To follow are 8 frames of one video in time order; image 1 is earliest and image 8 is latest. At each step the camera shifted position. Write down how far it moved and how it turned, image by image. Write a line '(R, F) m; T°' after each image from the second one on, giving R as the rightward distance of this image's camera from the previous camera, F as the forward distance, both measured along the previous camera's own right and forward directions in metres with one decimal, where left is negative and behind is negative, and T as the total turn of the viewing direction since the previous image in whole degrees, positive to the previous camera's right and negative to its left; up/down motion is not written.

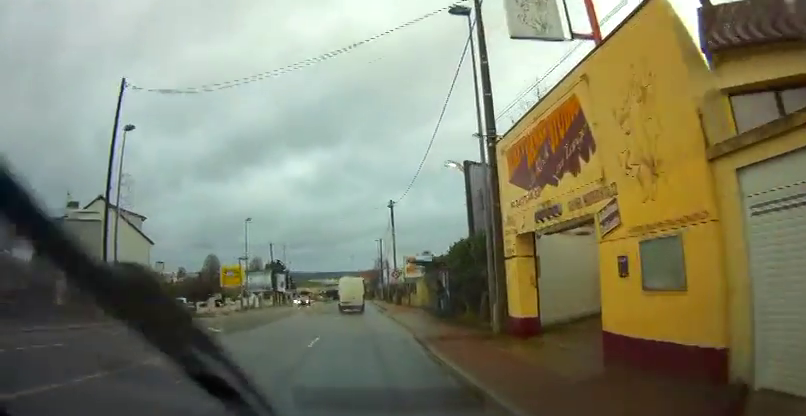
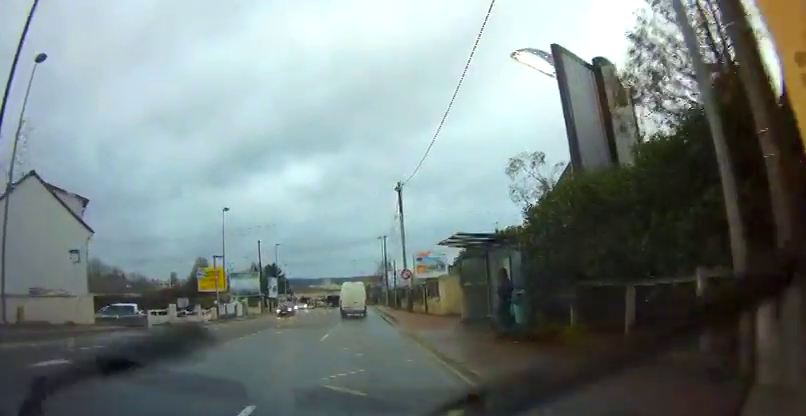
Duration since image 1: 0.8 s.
(+0.3, +9.9) m; +2°
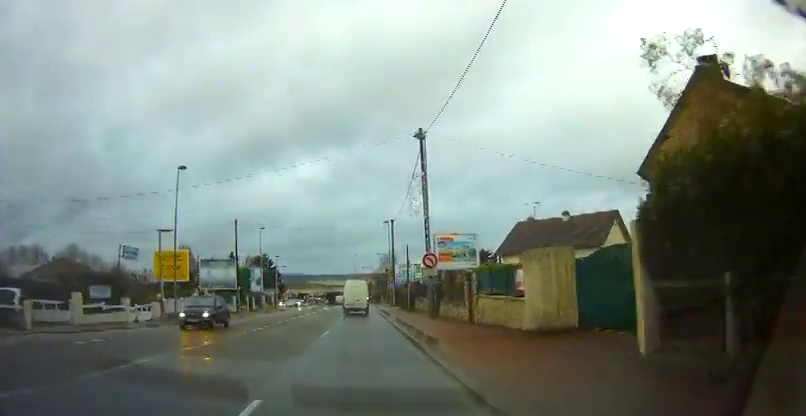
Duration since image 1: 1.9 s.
(-0.1, +13.1) m; -1°
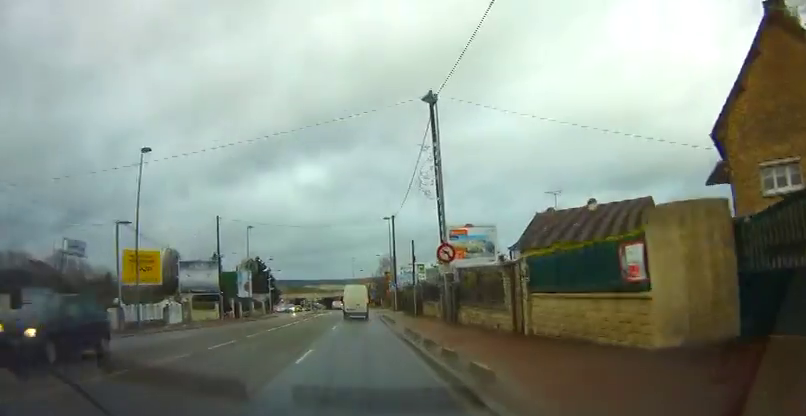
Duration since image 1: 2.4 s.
(-0.1, +6.0) m; 0°
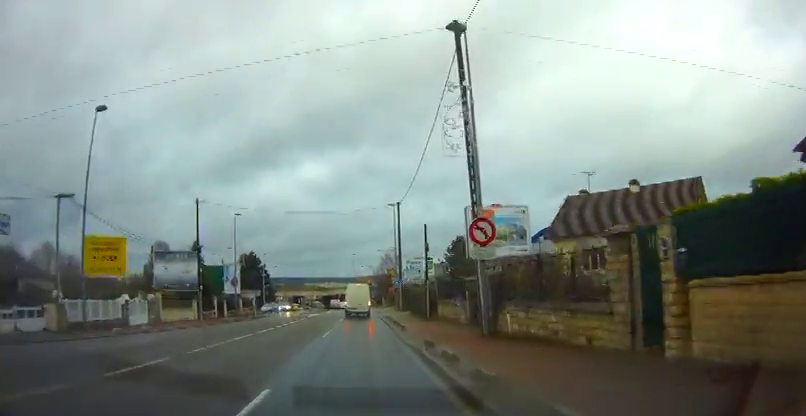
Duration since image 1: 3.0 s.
(0.0, +6.3) m; 0°
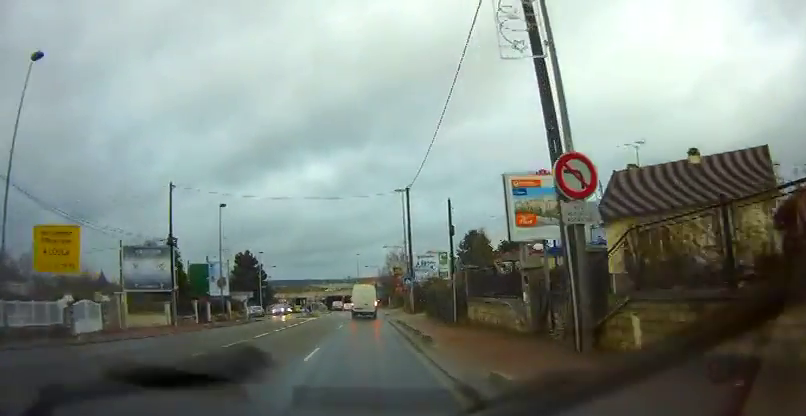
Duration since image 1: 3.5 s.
(+0.1, +6.7) m; +1°
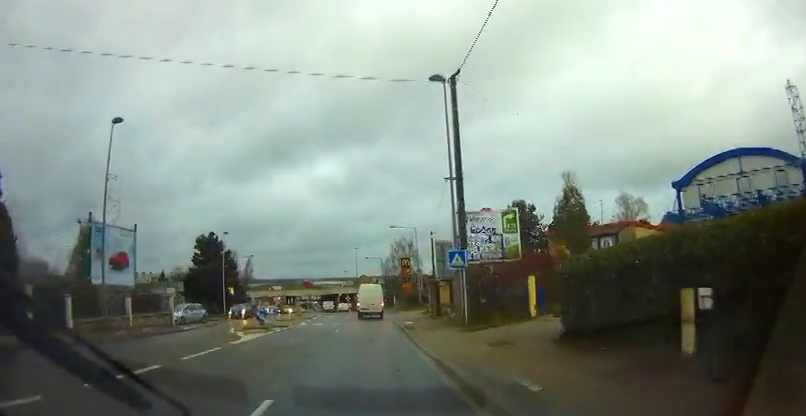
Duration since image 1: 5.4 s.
(-0.1, +21.4) m; -1°
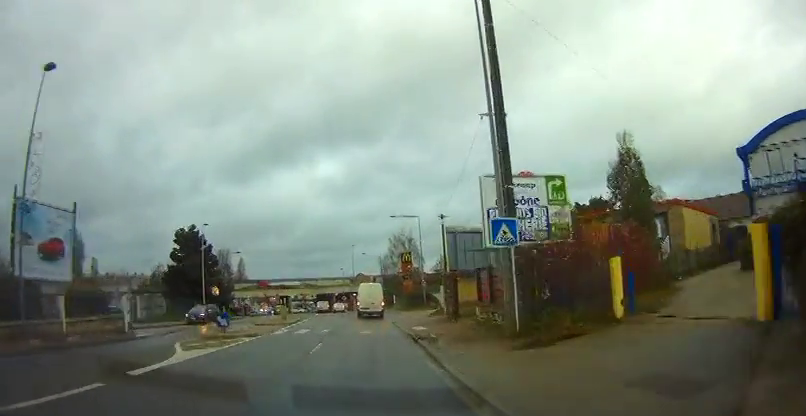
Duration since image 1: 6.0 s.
(0.0, +6.9) m; 0°
